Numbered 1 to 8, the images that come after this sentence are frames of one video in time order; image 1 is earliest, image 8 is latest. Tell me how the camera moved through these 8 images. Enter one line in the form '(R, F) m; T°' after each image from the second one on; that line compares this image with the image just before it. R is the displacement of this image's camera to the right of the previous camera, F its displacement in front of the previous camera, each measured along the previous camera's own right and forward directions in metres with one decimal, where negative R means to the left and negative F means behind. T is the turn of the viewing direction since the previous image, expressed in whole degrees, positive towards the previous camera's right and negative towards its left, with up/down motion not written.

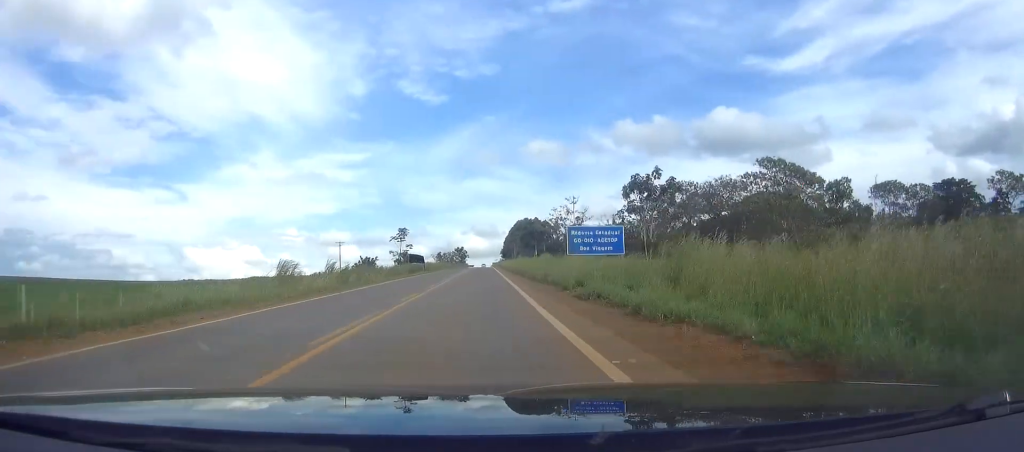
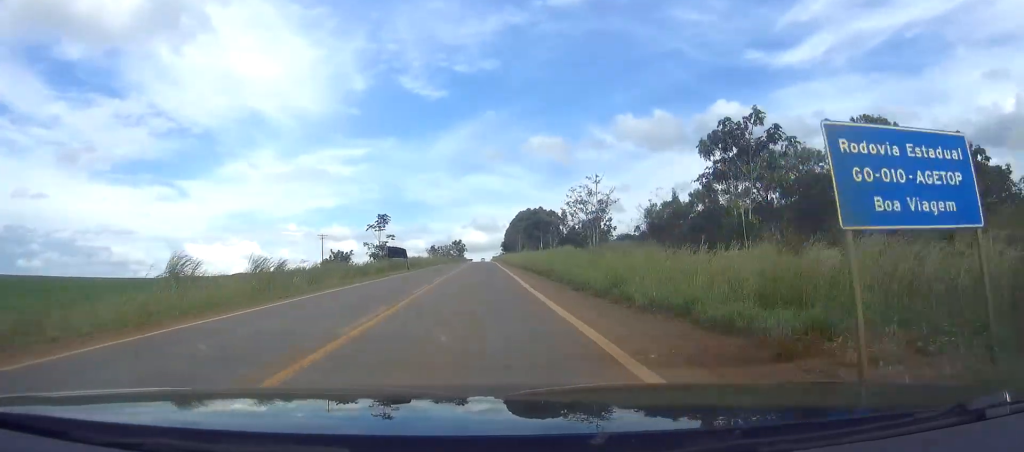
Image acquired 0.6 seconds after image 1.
(0.0, +17.1) m; 0°
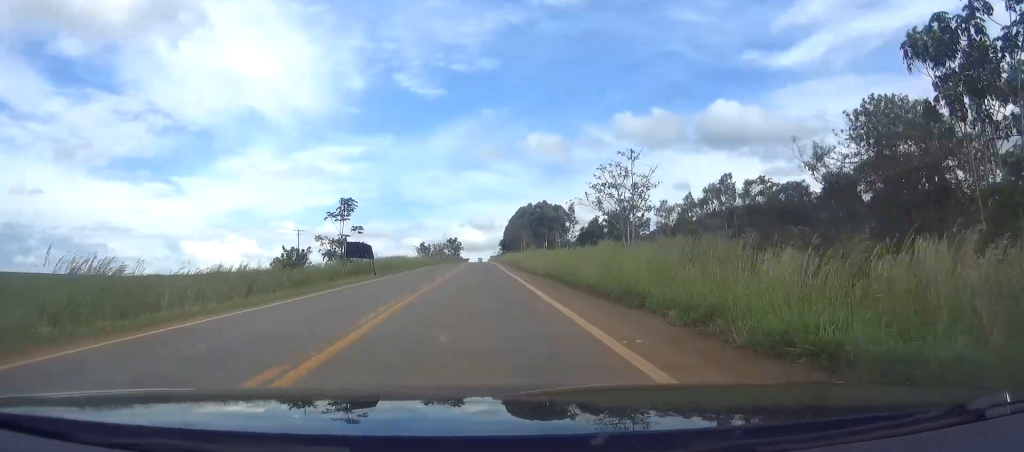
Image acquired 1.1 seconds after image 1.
(0.0, +17.1) m; 0°
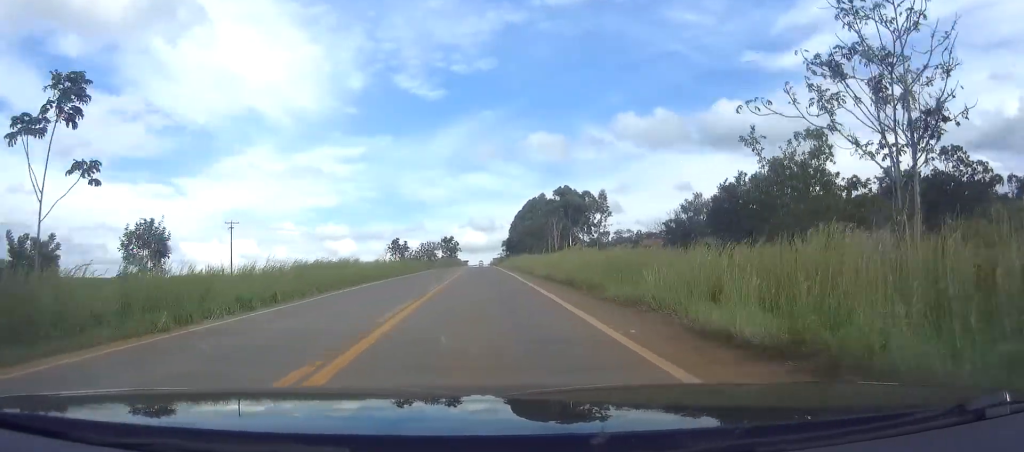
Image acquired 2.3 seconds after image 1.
(0.0, +35.9) m; 0°
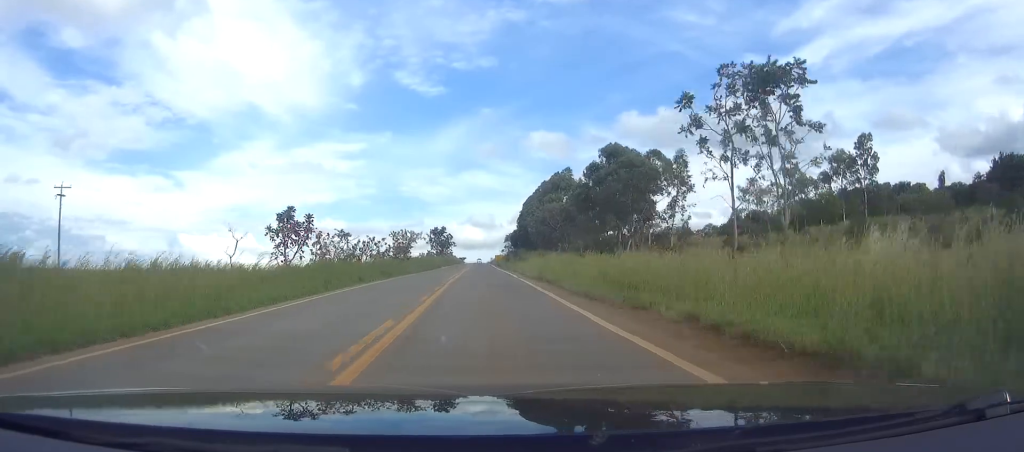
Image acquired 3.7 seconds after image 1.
(0.0, +42.2) m; 0°
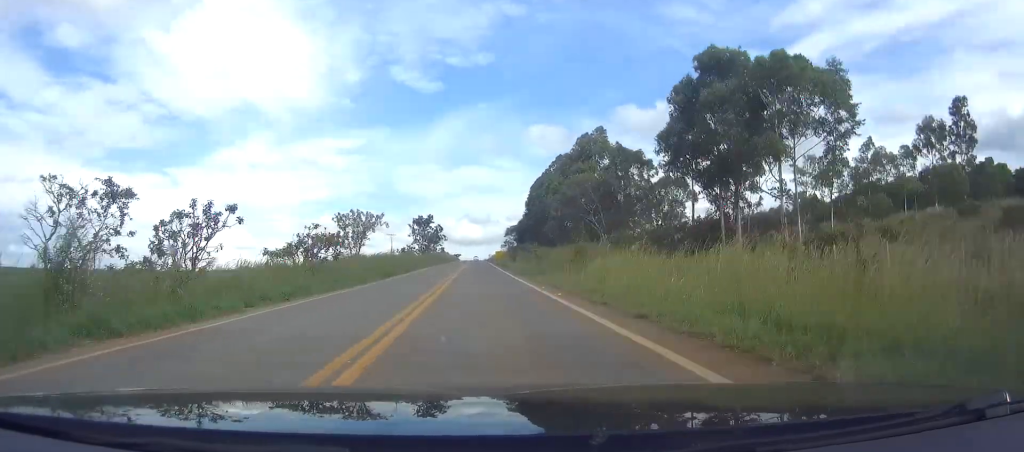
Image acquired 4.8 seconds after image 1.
(0.0, +32.2) m; 0°
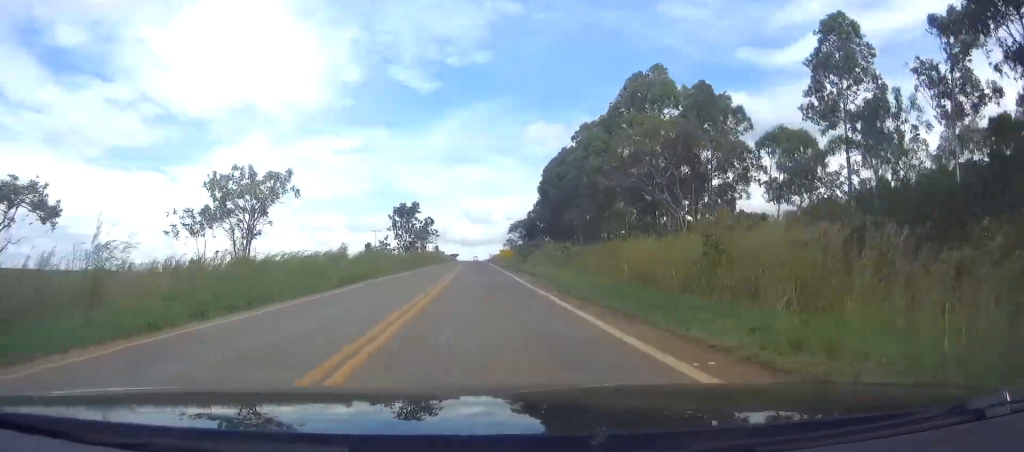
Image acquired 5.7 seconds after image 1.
(0.0, +26.1) m; 0°
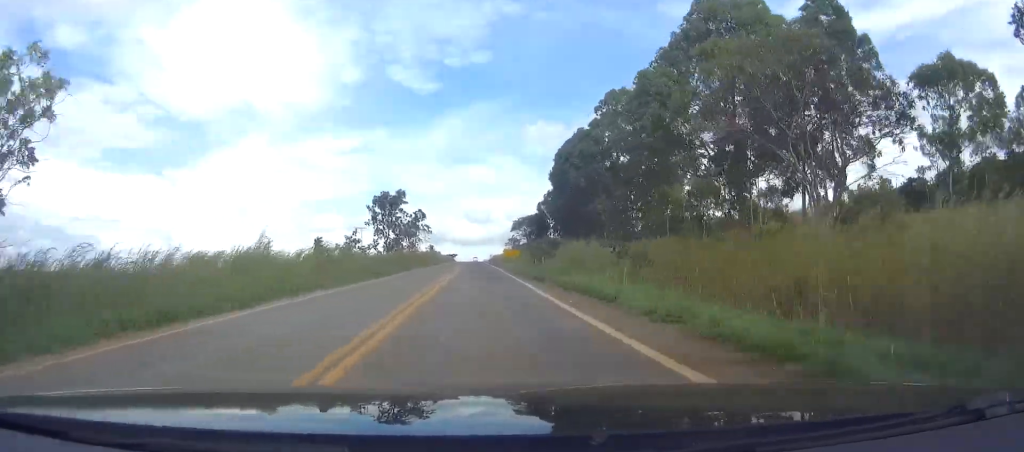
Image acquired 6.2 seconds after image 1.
(0.0, +17.1) m; 0°
